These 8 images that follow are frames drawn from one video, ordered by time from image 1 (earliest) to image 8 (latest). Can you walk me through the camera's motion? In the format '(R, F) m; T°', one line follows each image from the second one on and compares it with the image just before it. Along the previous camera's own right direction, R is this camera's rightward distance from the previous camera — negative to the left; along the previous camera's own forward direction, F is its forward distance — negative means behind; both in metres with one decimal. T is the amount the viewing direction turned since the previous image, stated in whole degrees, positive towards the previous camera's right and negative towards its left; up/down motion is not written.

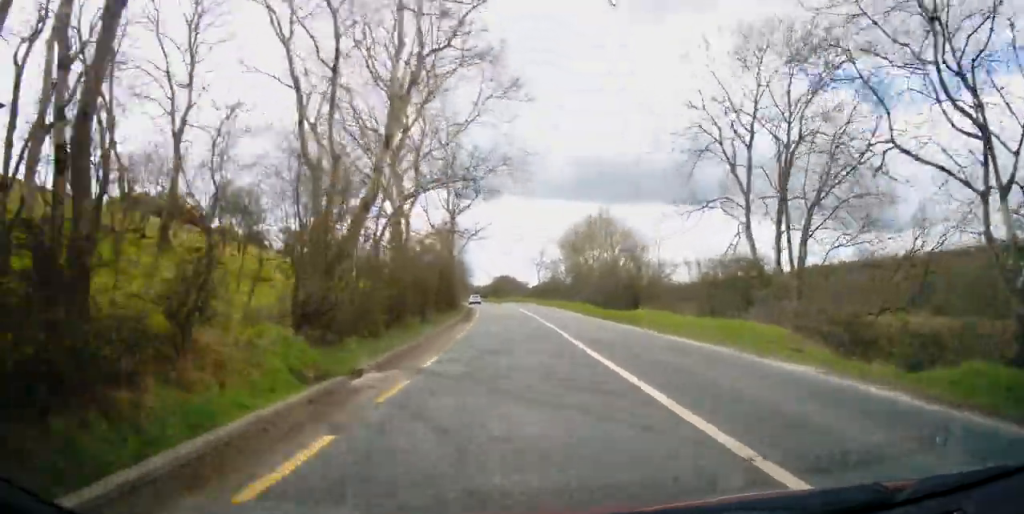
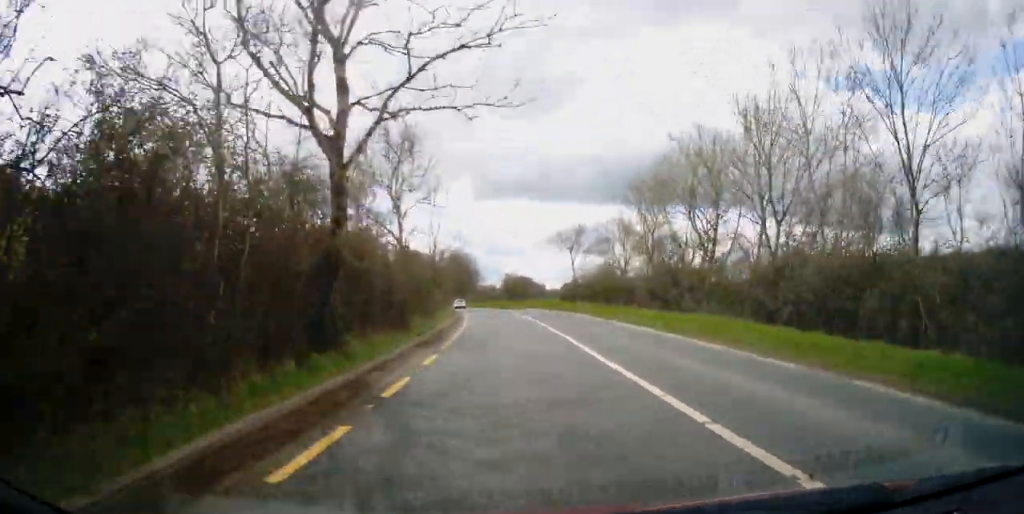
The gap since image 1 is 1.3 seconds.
(-0.5, +31.2) m; -2°
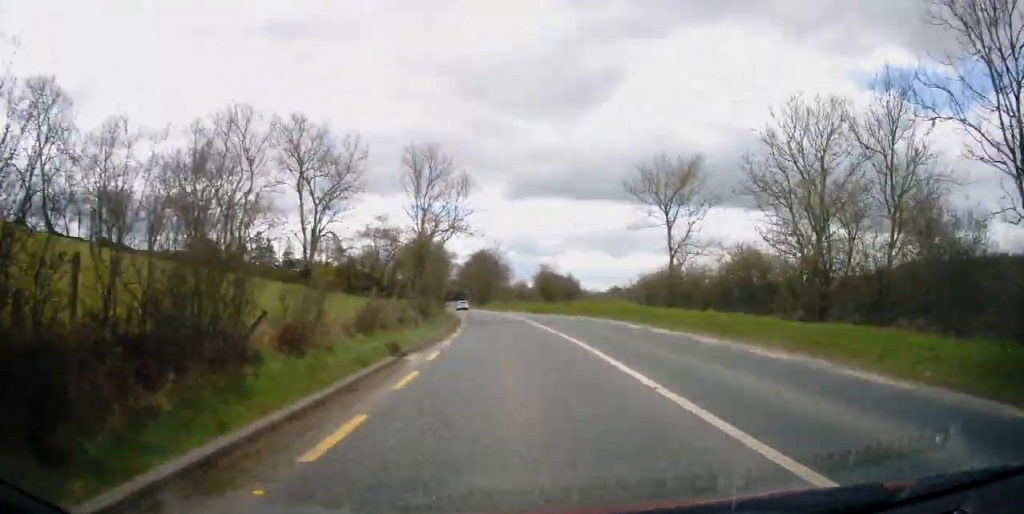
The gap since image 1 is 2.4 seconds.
(-0.5, +27.1) m; -3°
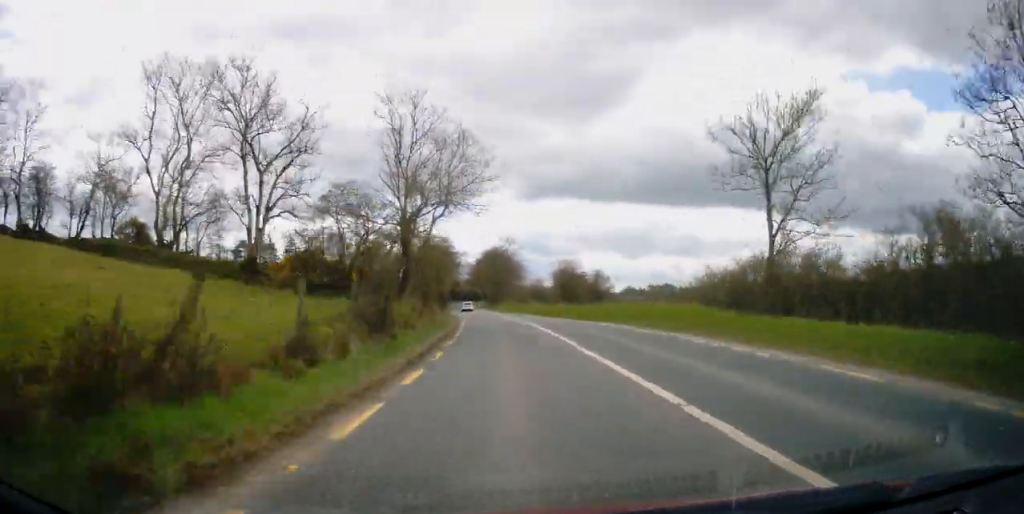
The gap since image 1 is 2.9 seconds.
(-0.2, +11.2) m; -1°
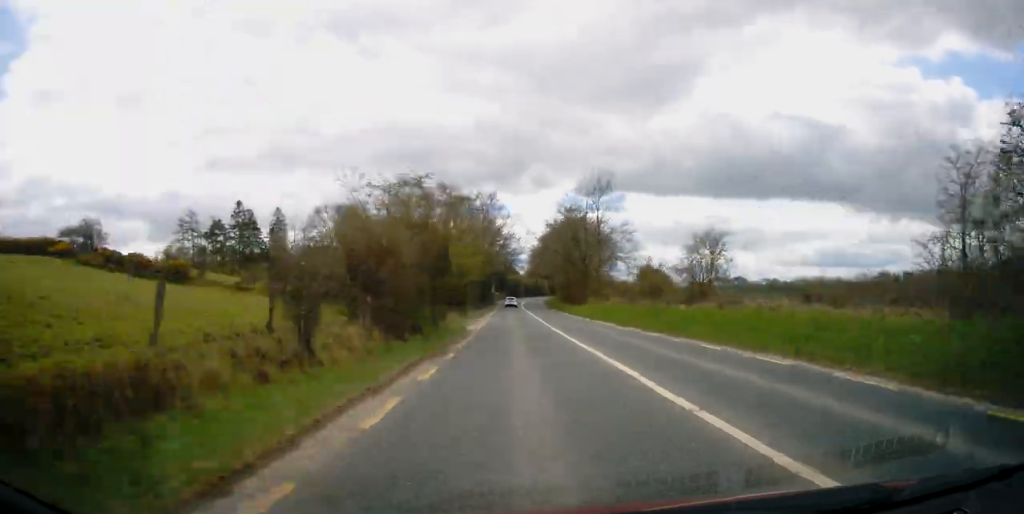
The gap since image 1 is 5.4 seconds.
(-2.8, +59.4) m; -6°
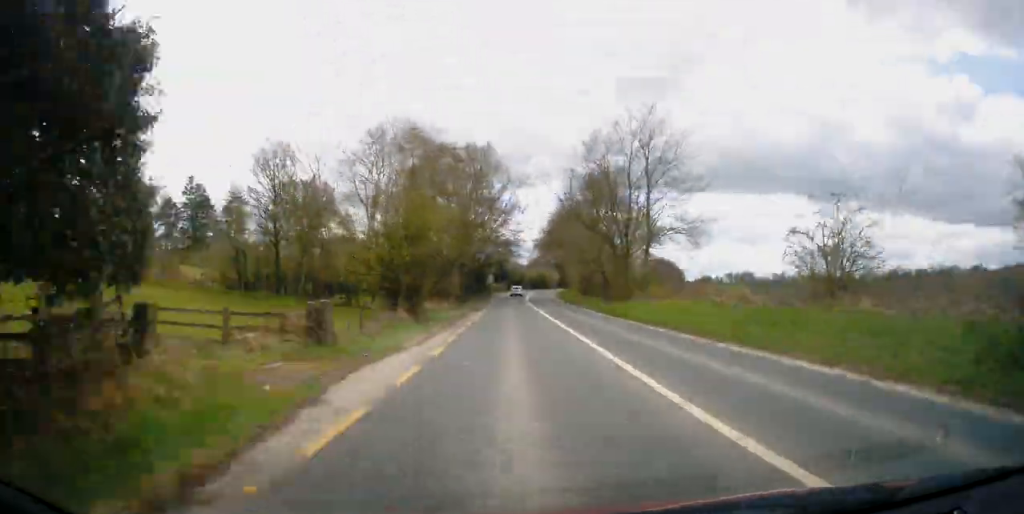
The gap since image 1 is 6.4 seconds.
(-0.7, +25.9) m; -7°
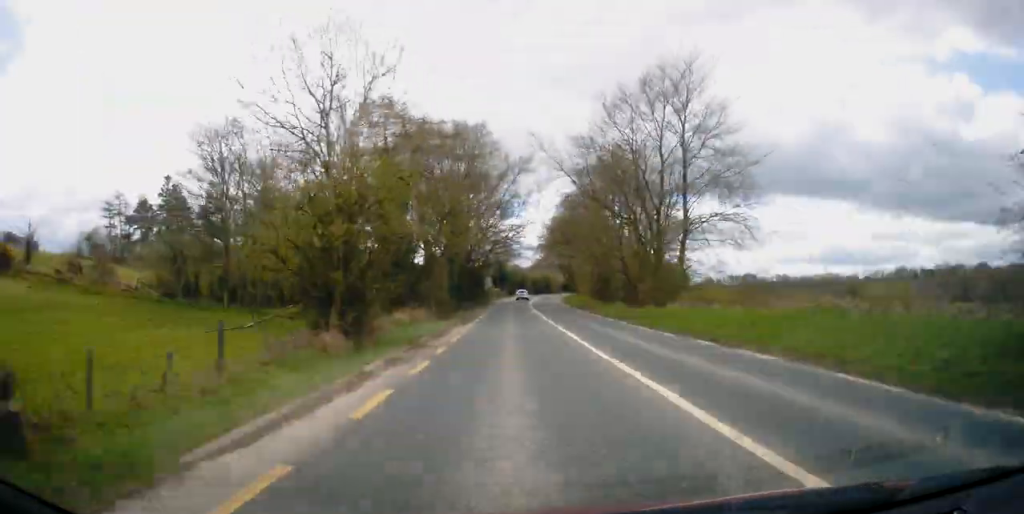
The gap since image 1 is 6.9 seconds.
(-0.5, +10.3) m; +1°
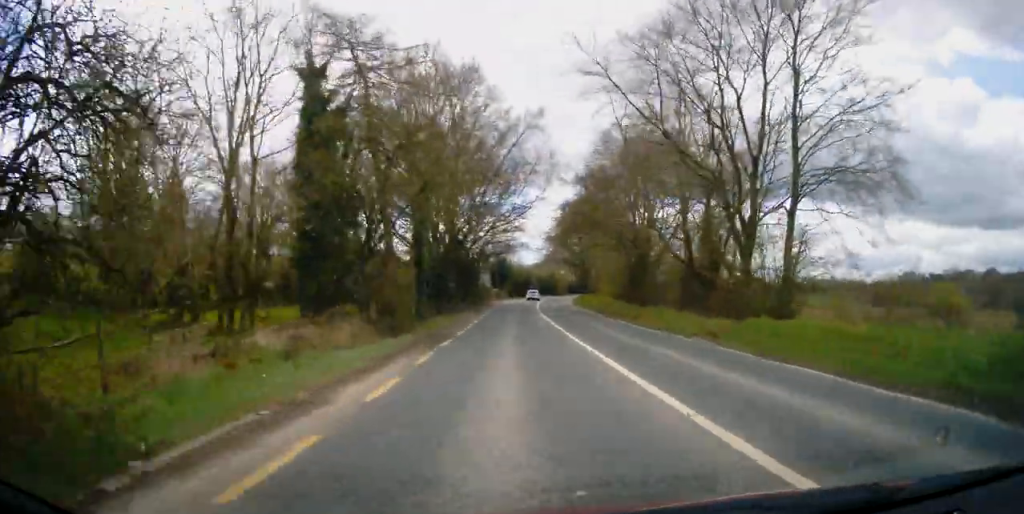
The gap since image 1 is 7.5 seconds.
(-2.0, +15.0) m; +4°
